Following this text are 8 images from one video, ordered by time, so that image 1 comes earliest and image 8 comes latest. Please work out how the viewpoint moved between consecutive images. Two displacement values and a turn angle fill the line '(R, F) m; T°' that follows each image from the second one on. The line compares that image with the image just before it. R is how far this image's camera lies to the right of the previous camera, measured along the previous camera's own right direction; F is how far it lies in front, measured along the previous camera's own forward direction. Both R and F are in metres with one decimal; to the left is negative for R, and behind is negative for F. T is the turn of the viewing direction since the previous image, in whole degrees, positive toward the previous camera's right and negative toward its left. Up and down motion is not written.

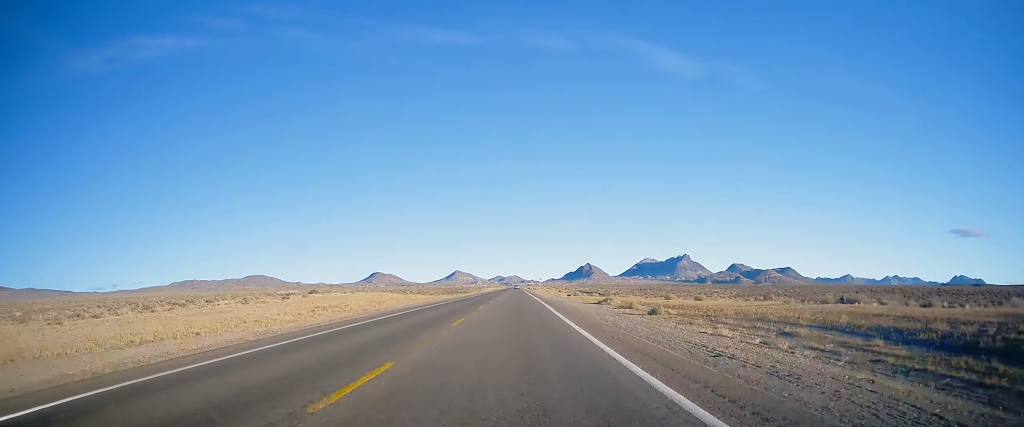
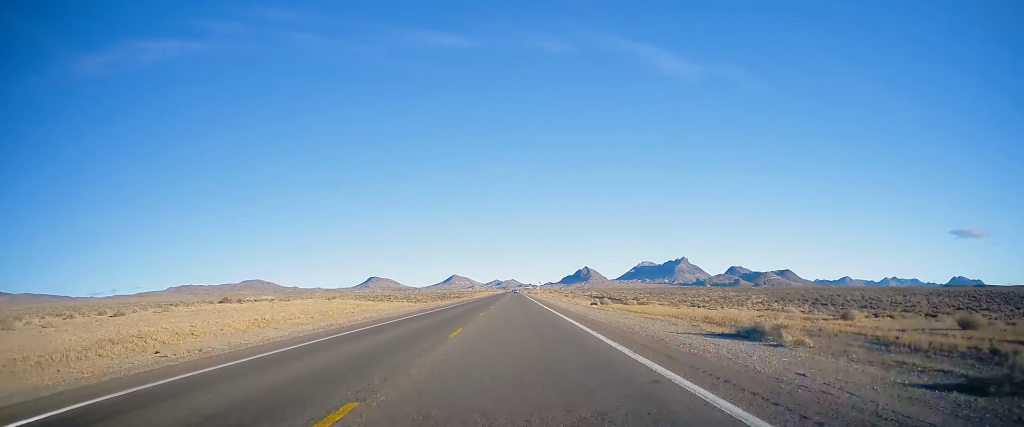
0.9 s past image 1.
(-0.2, +27.9) m; -1°
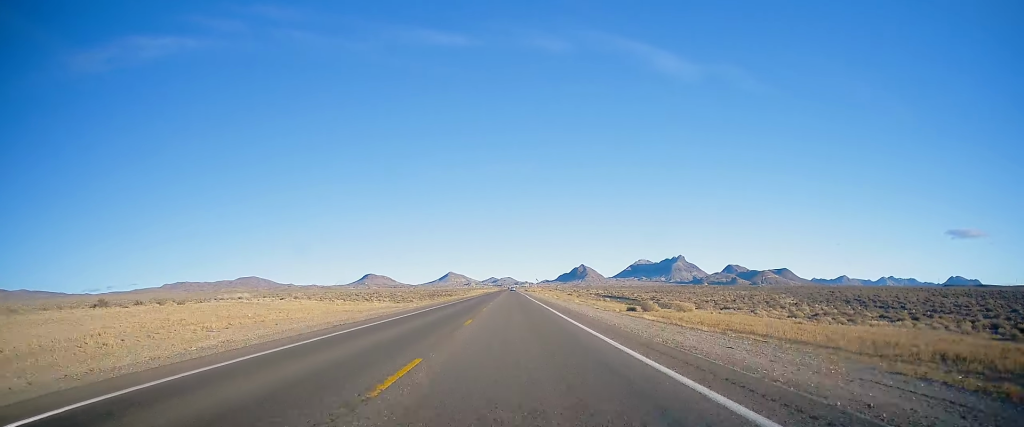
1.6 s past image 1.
(0.0, +20.8) m; 0°
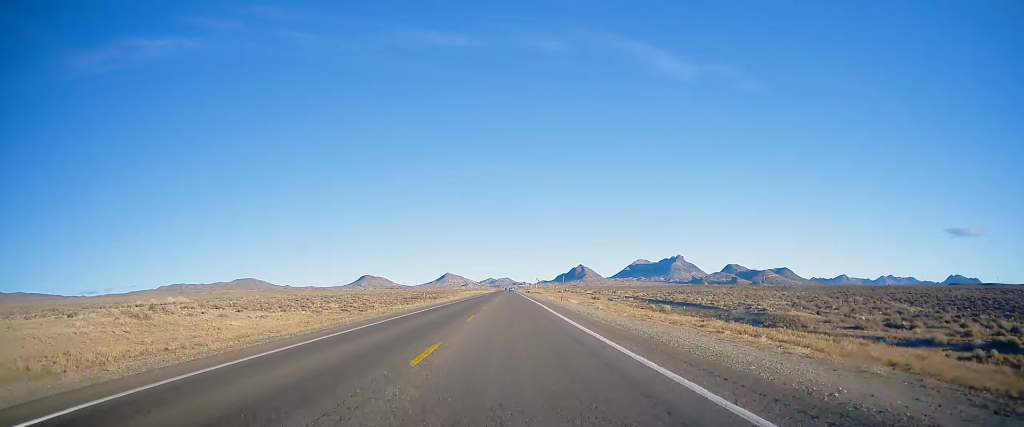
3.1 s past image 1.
(+0.4, +46.3) m; +1°
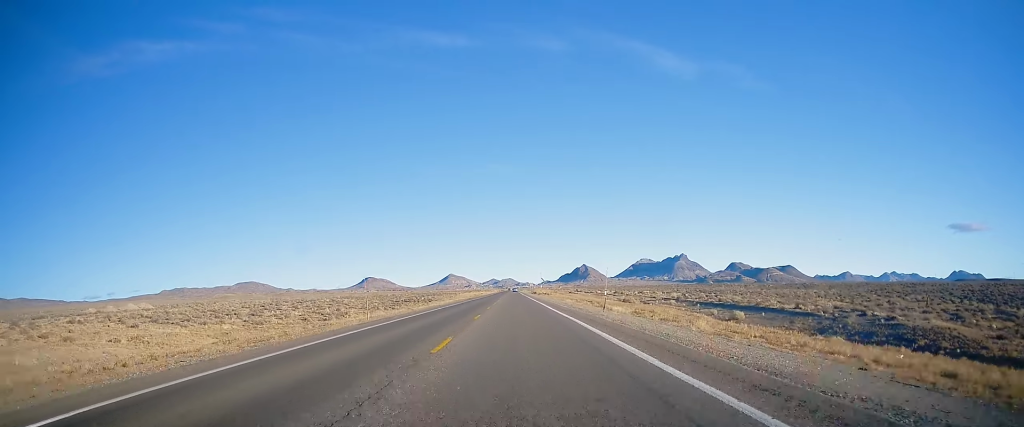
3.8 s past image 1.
(+0.2, +22.7) m; 0°
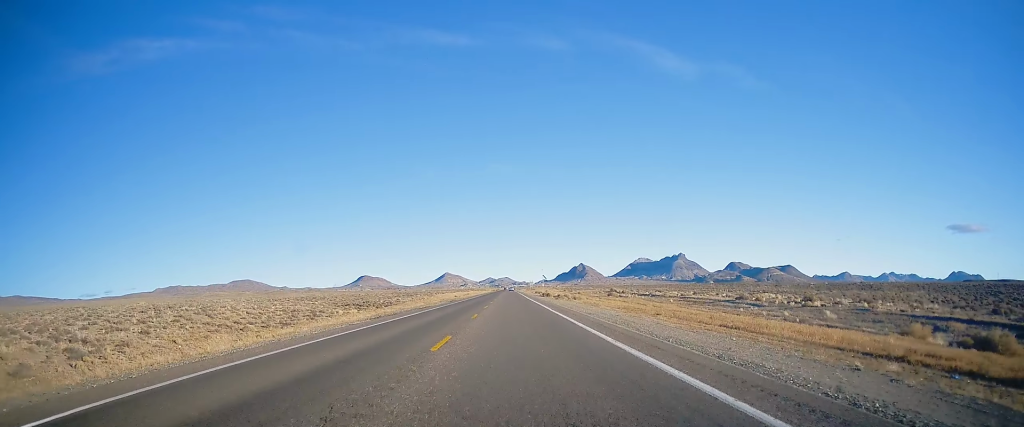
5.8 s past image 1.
(+0.4, +60.5) m; +1°
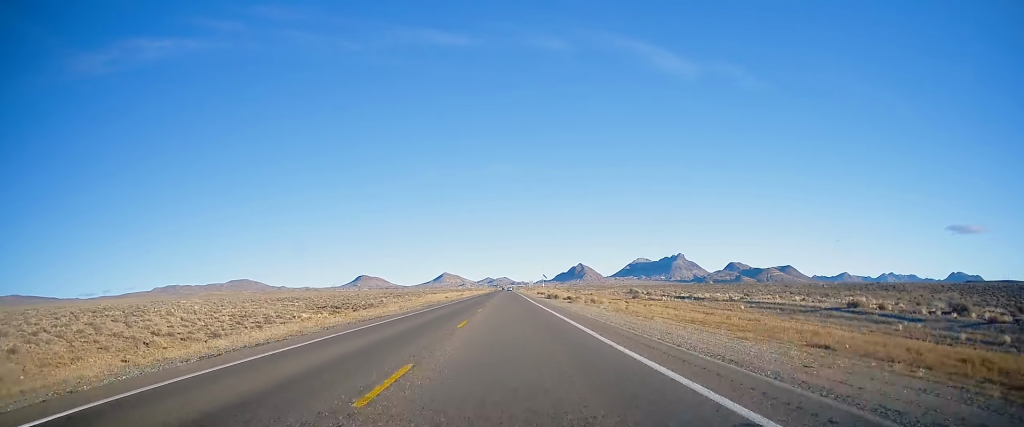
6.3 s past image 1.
(-0.1, +17.7) m; -1°
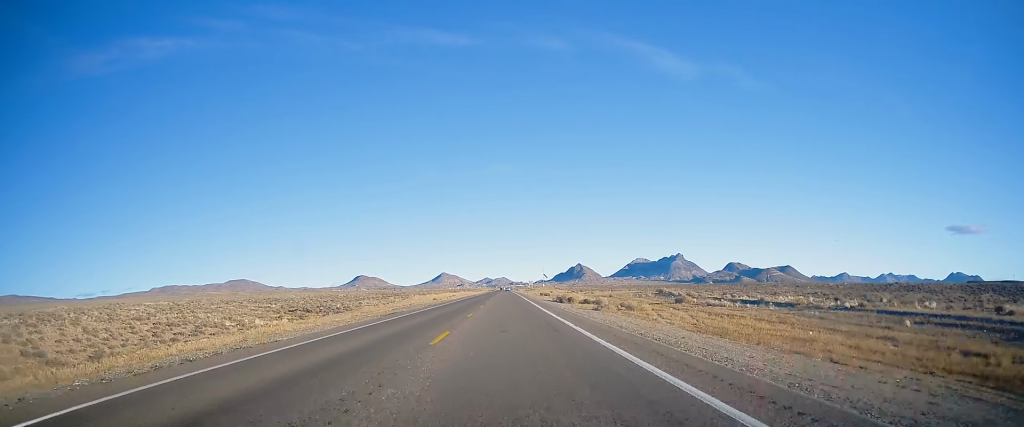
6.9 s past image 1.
(-0.1, +17.5) m; 0°
